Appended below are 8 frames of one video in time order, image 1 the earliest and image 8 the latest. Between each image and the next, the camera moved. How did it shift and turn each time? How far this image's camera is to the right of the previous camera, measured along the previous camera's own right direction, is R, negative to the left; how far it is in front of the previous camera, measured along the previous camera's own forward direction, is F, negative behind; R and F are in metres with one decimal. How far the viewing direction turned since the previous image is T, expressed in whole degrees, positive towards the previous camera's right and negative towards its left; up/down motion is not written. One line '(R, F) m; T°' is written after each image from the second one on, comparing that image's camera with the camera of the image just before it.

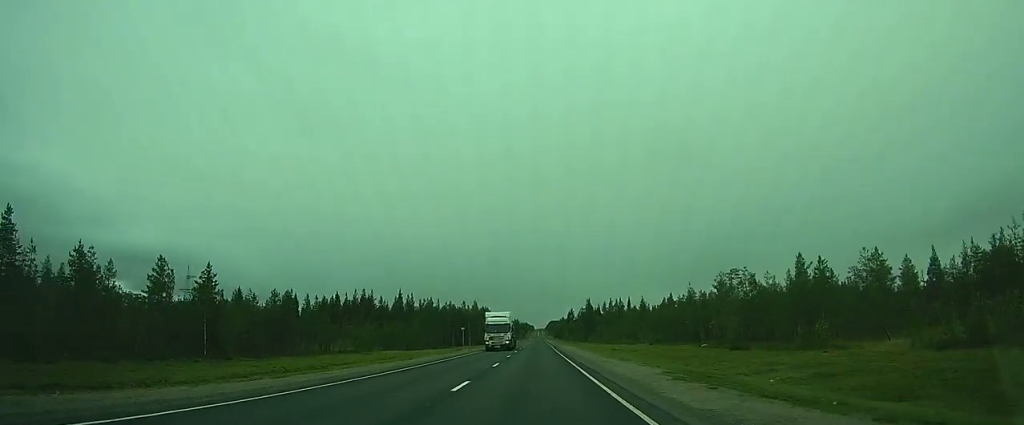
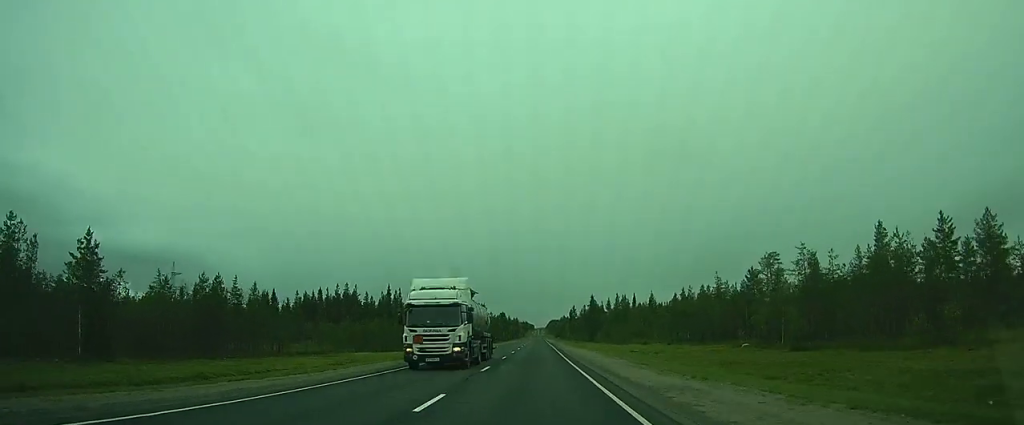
(0.0, +17.4) m; 0°
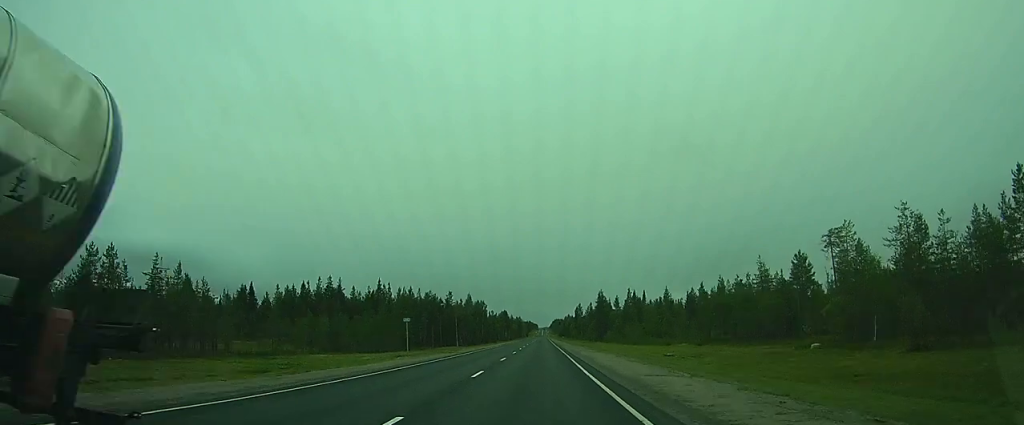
(-0.2, +17.1) m; +1°
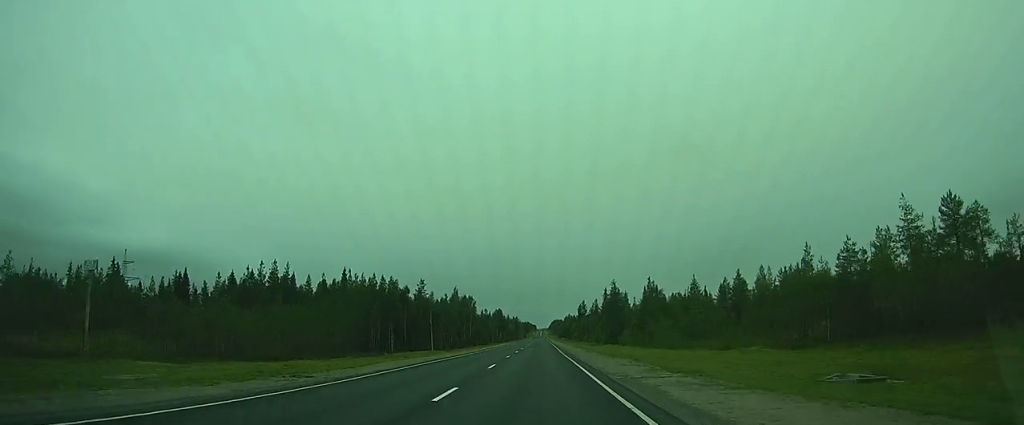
(+1.1, +31.8) m; +2°
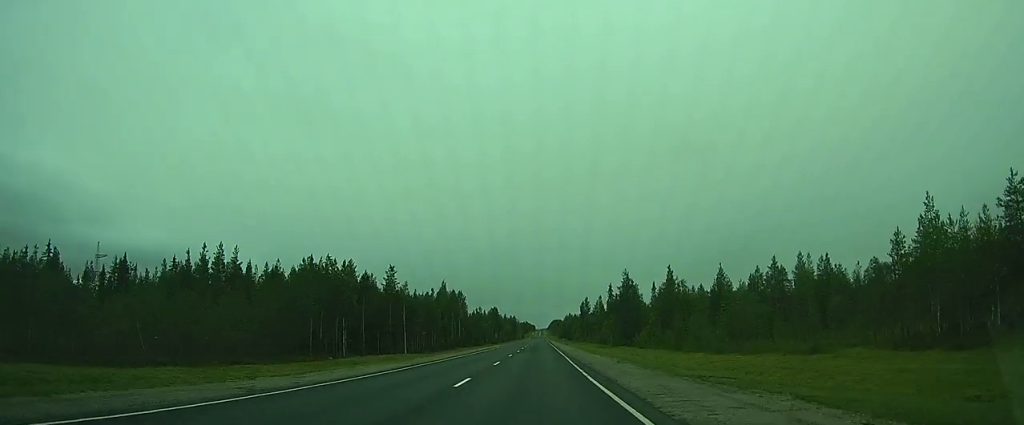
(0.0, +21.1) m; 0°
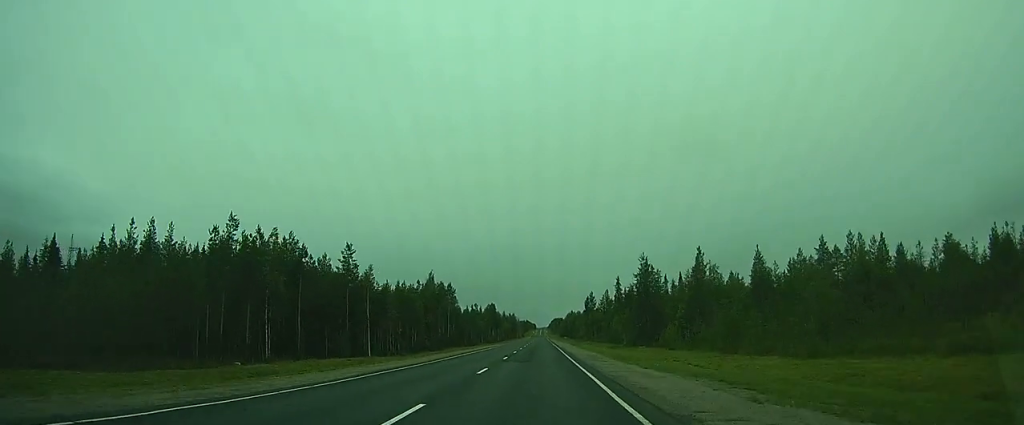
(0.0, +19.4) m; 0°
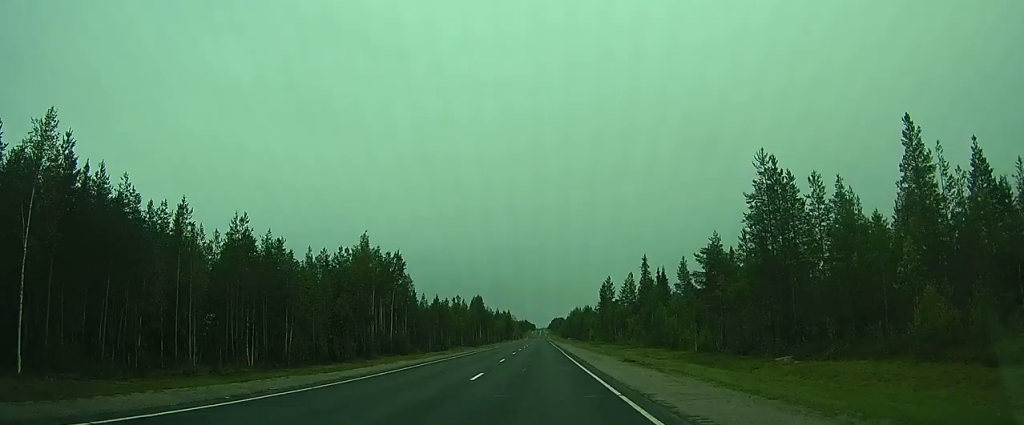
(-0.1, +51.0) m; +2°
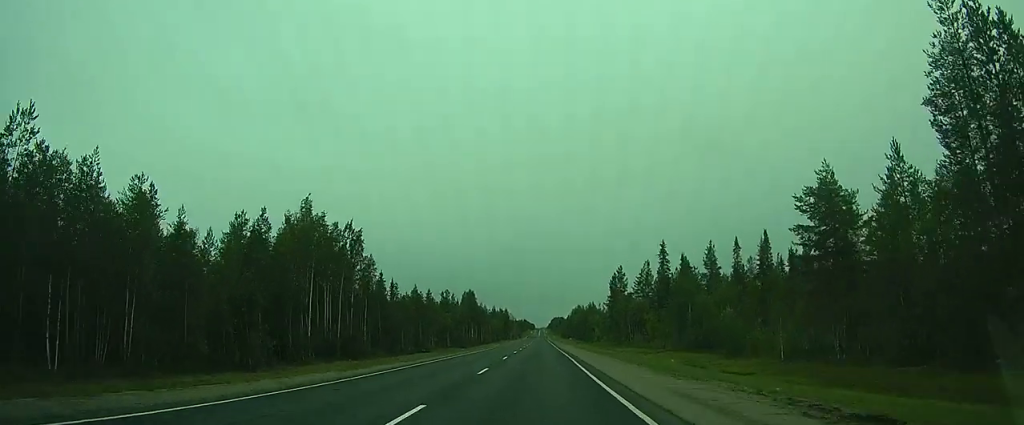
(+0.6, +21.5) m; +2°
